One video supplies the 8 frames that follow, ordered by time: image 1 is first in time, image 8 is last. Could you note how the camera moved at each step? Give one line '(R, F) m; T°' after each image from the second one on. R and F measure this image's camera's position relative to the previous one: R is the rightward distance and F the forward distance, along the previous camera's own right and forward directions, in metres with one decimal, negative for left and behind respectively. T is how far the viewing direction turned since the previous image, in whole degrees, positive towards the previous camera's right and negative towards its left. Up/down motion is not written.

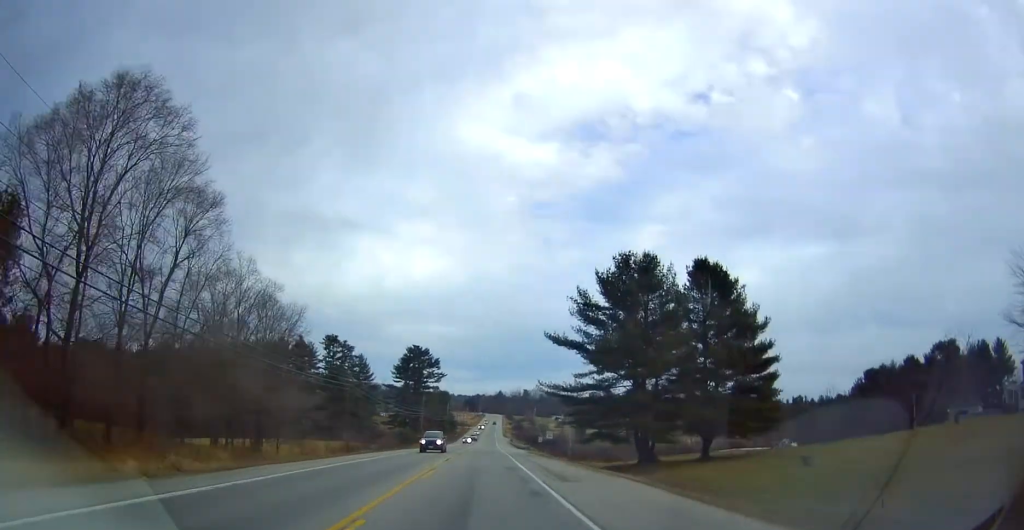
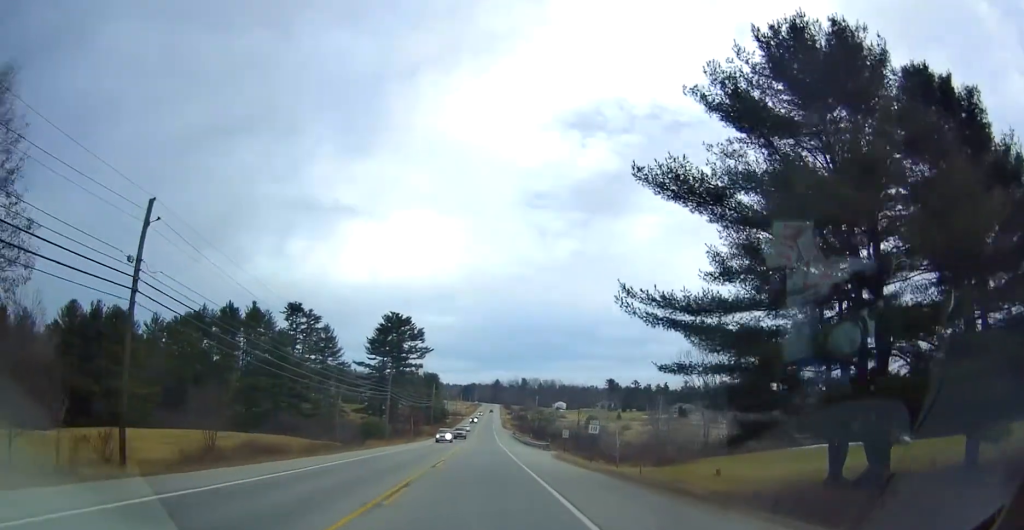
(-0.1, +31.6) m; 0°
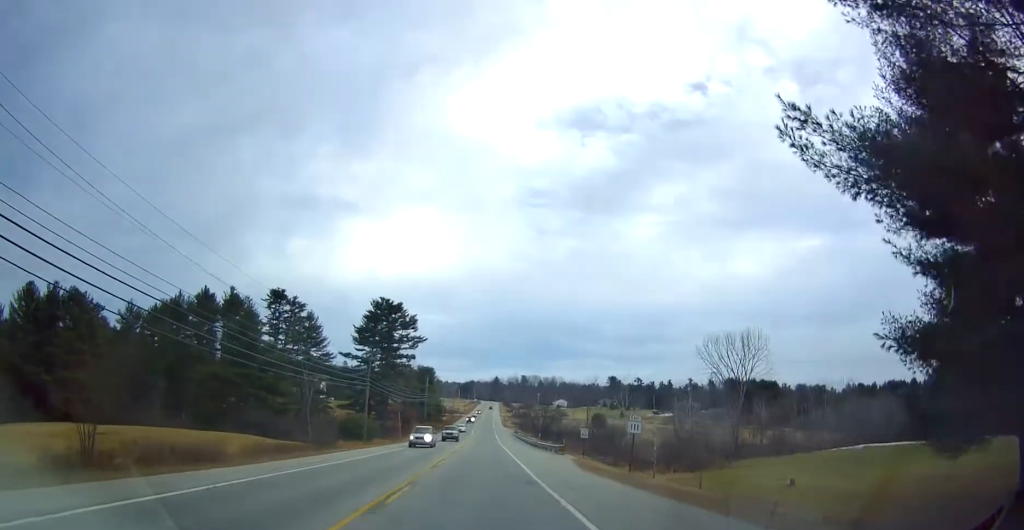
(+0.1, +11.7) m; -1°
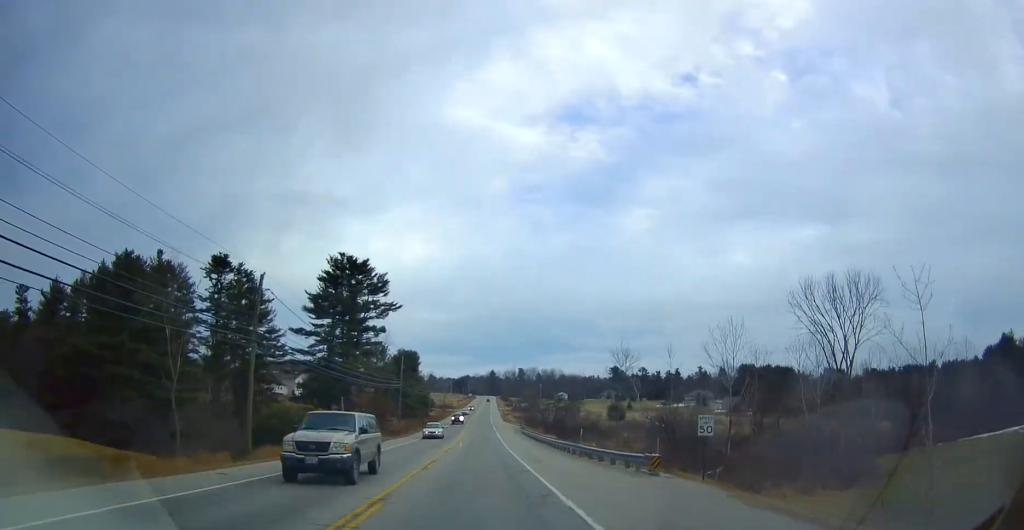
(-0.4, +27.3) m; -1°
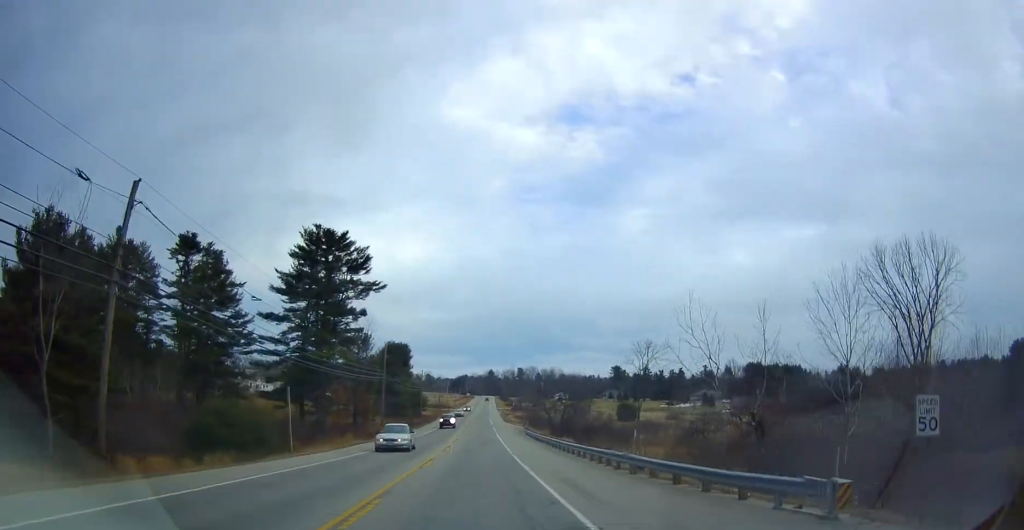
(0.0, +12.1) m; 0°
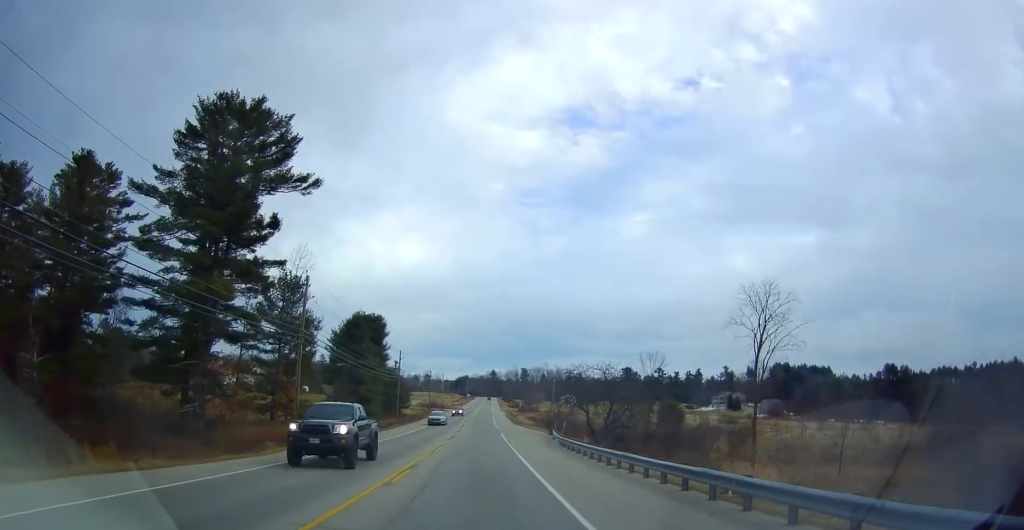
(+0.6, +30.8) m; +1°
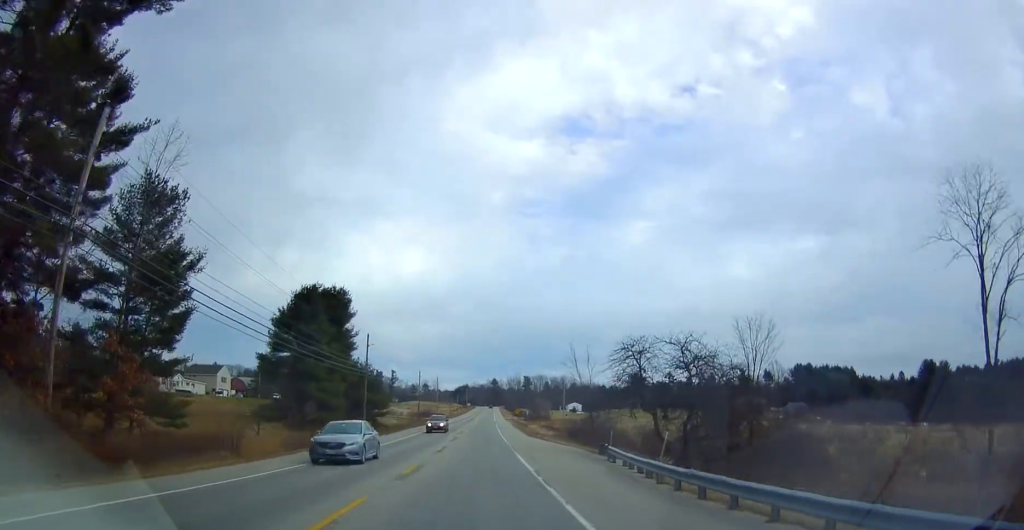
(0.0, +22.2) m; 0°
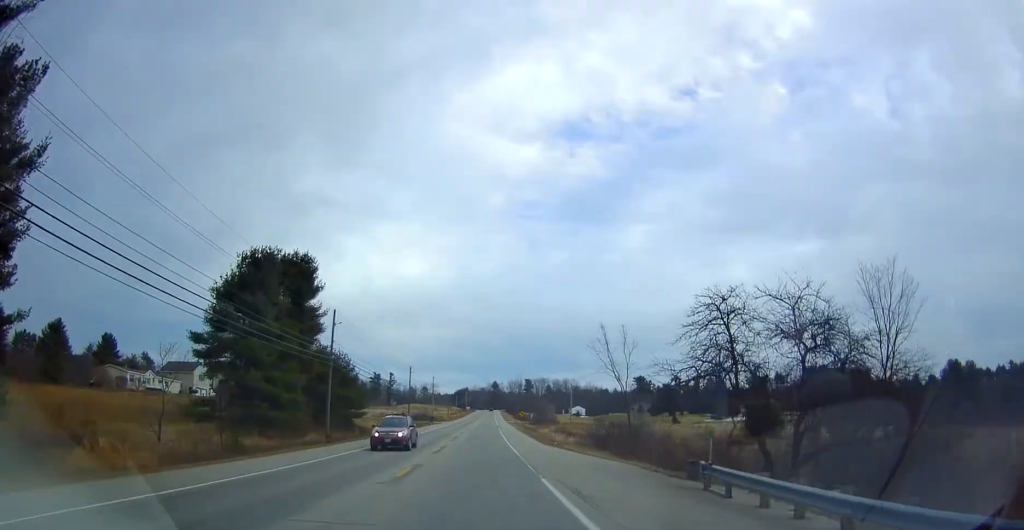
(0.0, +13.2) m; 0°
